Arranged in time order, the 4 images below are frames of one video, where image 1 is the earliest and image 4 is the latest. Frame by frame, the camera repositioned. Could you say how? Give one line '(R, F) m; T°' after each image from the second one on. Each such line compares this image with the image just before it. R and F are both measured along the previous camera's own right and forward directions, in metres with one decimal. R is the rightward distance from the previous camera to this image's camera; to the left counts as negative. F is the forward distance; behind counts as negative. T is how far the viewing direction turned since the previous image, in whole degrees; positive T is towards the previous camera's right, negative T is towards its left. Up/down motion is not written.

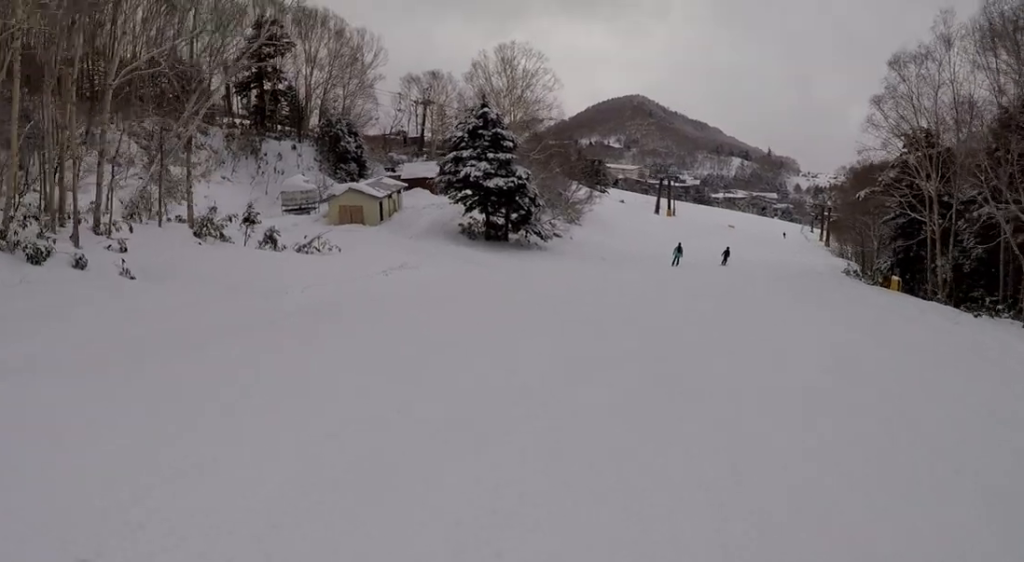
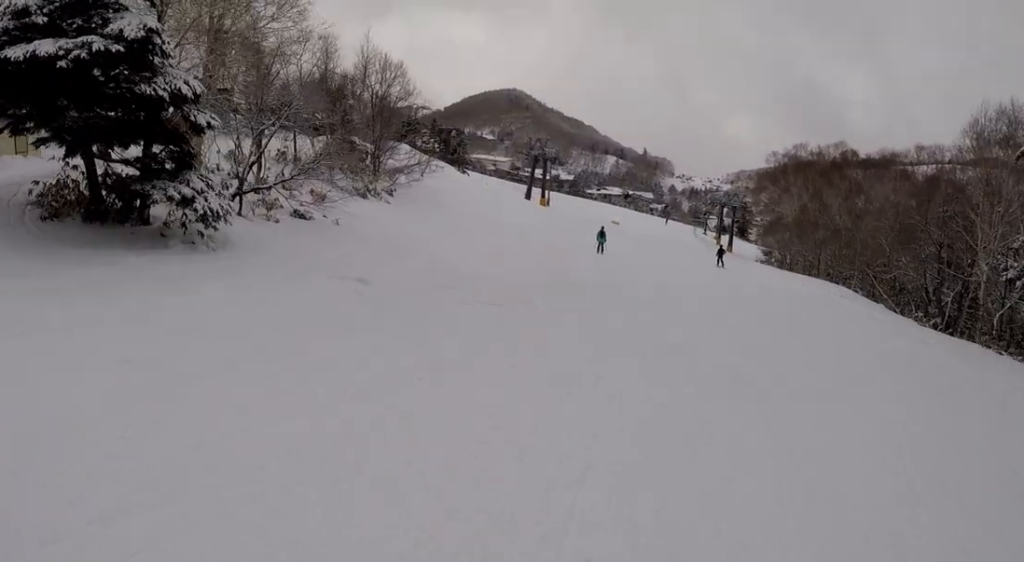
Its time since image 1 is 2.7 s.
(+4.7, +30.6) m; +13°
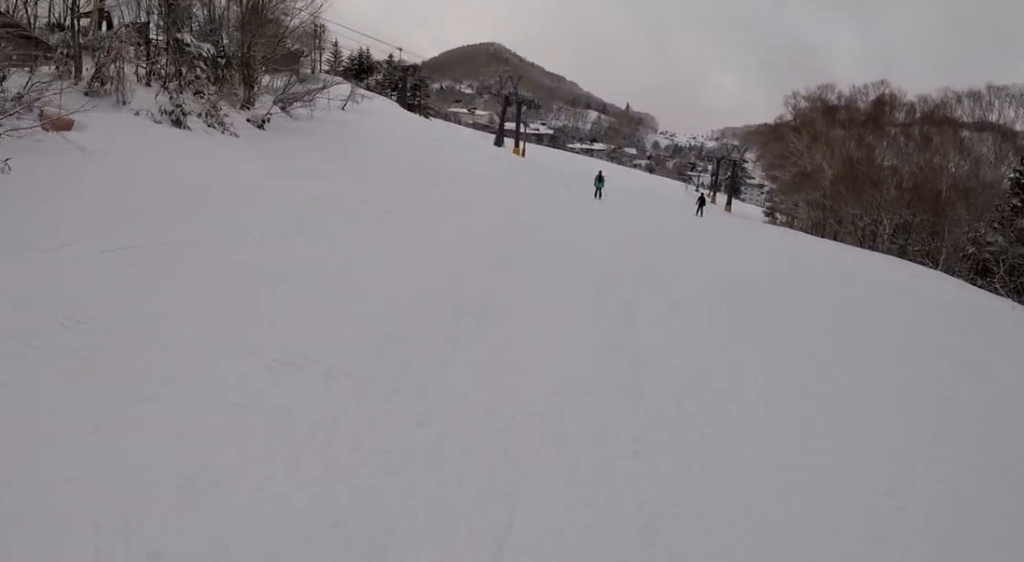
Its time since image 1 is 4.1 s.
(+0.1, +15.0) m; +6°
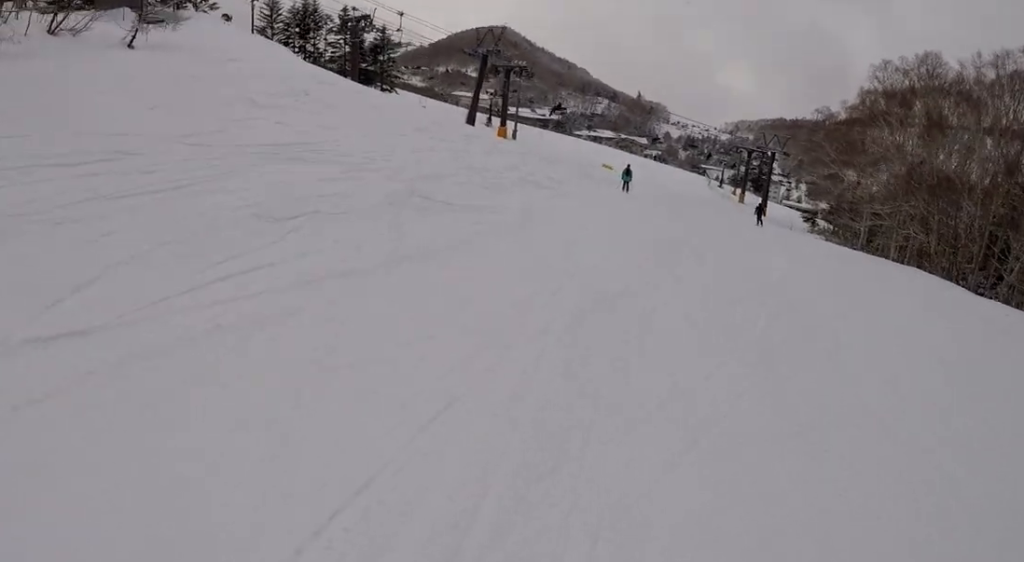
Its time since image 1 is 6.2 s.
(+0.2, +20.4) m; -1°
